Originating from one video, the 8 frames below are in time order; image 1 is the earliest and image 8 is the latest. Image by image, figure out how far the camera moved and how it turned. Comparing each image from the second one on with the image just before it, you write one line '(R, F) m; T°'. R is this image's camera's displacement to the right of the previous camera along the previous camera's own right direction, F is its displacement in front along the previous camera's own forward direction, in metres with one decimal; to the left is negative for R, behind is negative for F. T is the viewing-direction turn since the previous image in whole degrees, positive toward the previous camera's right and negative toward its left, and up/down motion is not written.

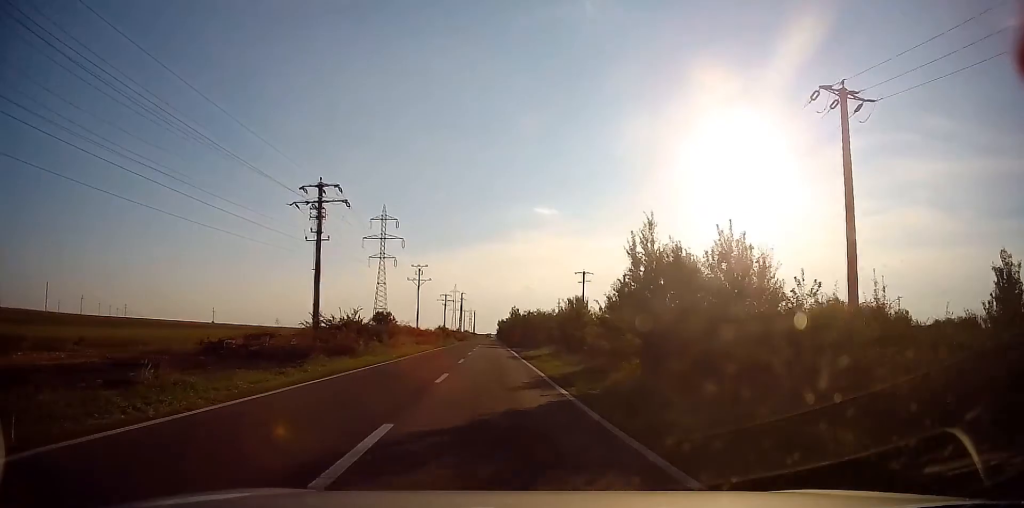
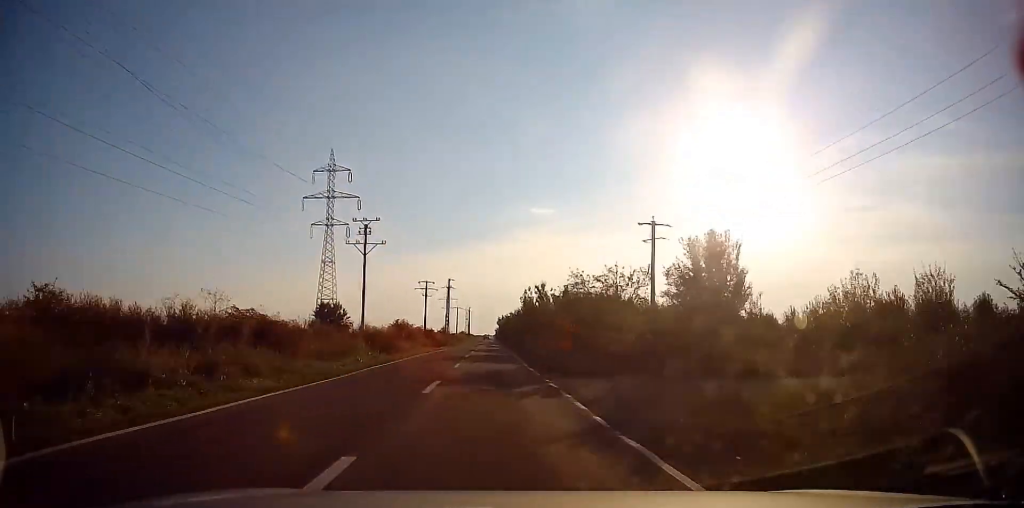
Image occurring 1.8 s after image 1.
(0.0, +37.8) m; 0°
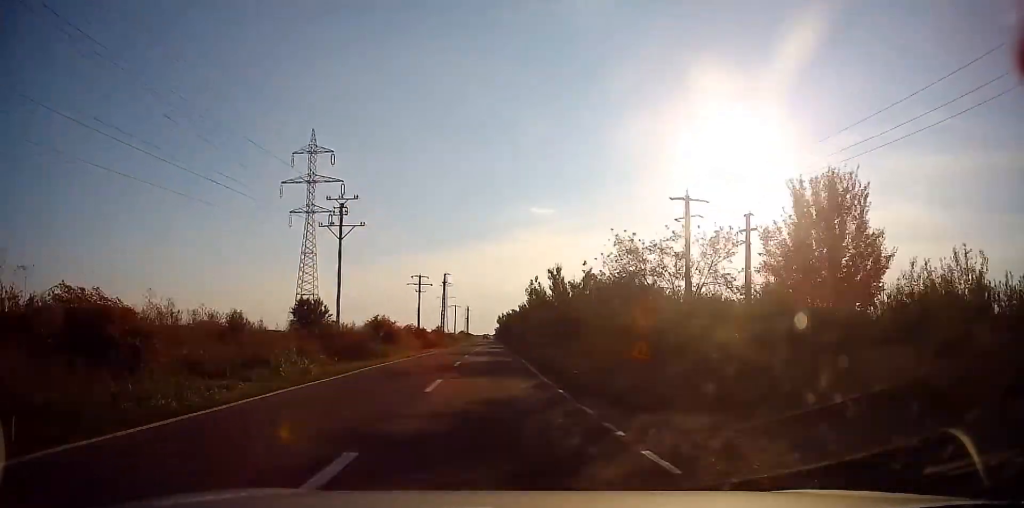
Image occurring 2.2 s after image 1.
(+0.1, +8.7) m; 0°
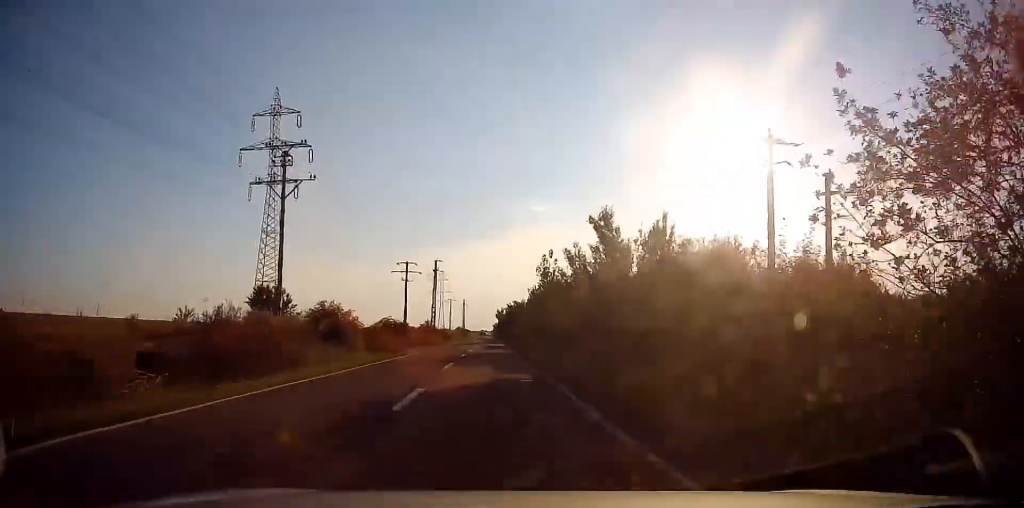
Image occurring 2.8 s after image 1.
(-0.1, +12.5) m; 0°
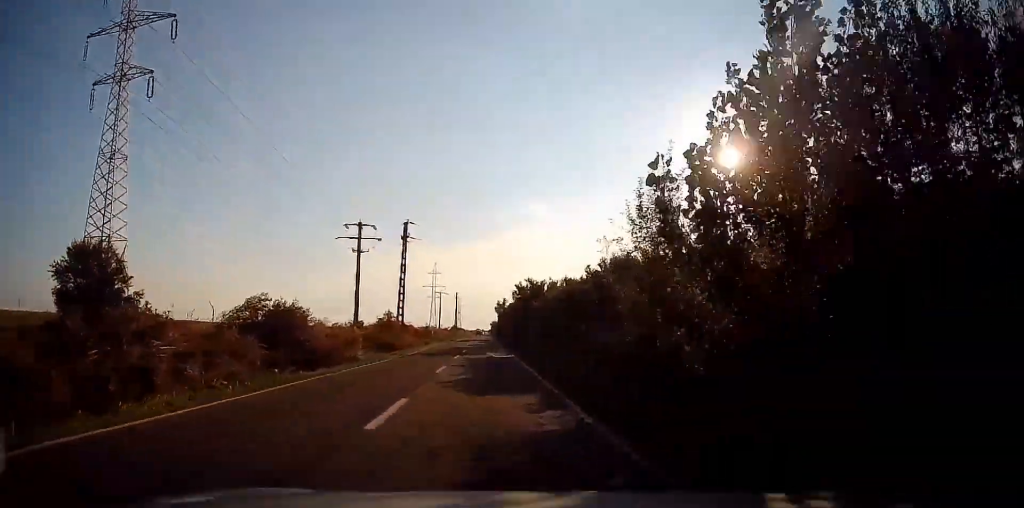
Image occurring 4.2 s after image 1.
(+0.3, +28.2) m; +1°
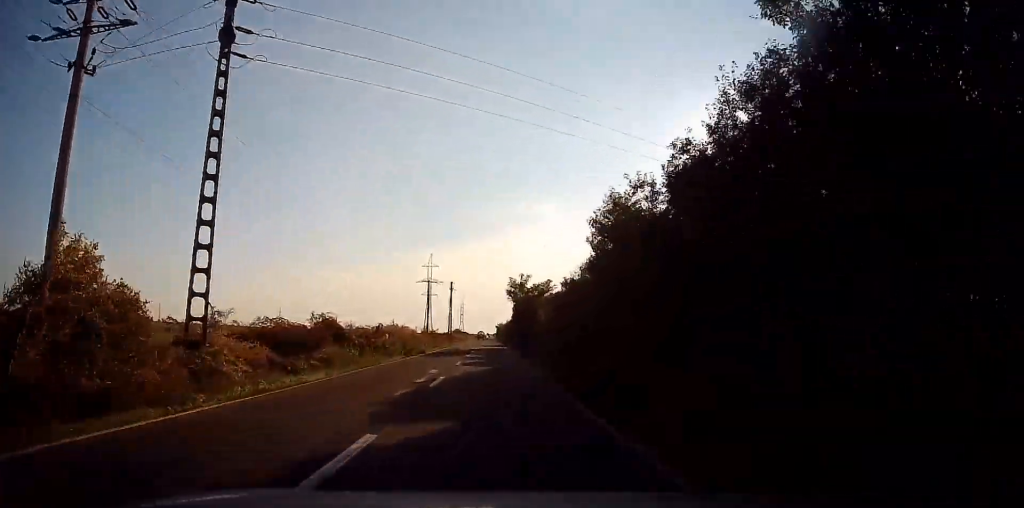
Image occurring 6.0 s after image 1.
(-0.4, +39.0) m; -1°
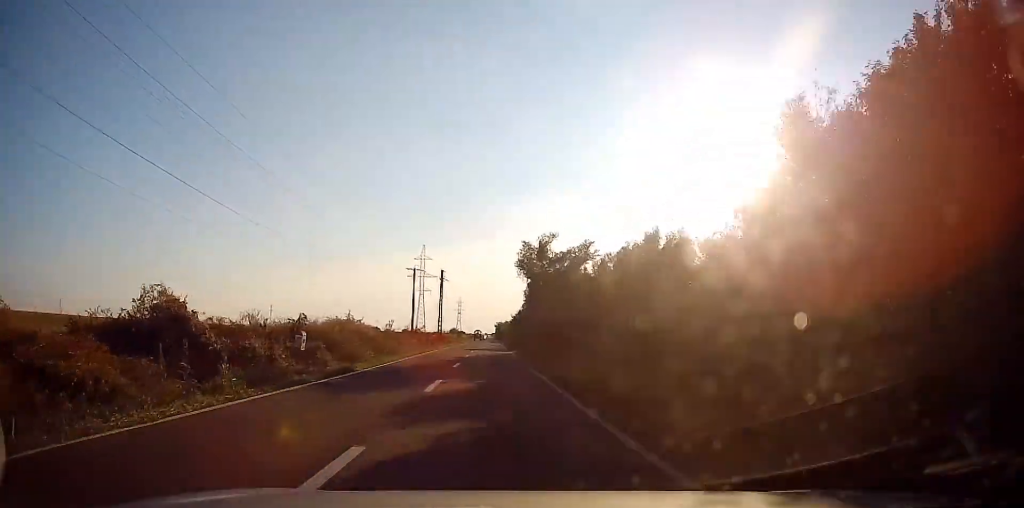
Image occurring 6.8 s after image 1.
(0.0, +18.5) m; 0°
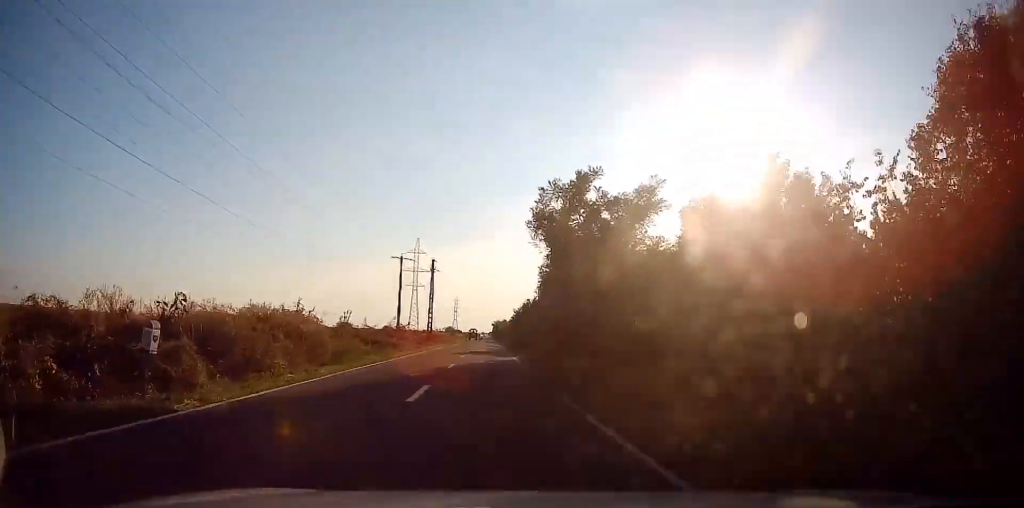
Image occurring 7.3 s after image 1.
(-0.1, +10.9) m; 0°
